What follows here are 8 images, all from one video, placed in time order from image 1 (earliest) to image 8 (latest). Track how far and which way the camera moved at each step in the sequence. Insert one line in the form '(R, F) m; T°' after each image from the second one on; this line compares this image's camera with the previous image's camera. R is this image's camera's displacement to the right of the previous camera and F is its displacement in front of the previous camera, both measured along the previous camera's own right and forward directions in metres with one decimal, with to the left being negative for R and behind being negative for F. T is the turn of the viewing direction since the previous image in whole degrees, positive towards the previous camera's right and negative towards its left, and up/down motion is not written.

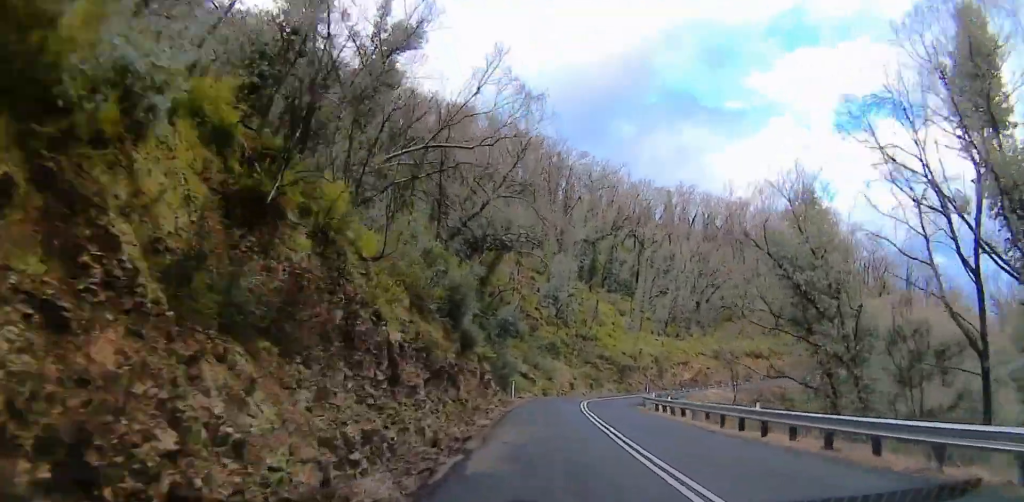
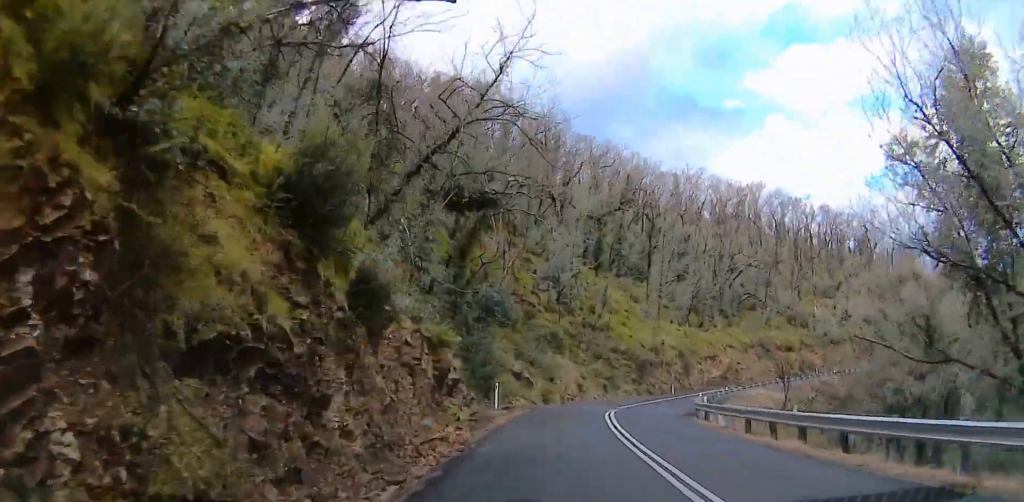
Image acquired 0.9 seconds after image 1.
(0.0, +14.5) m; -2°
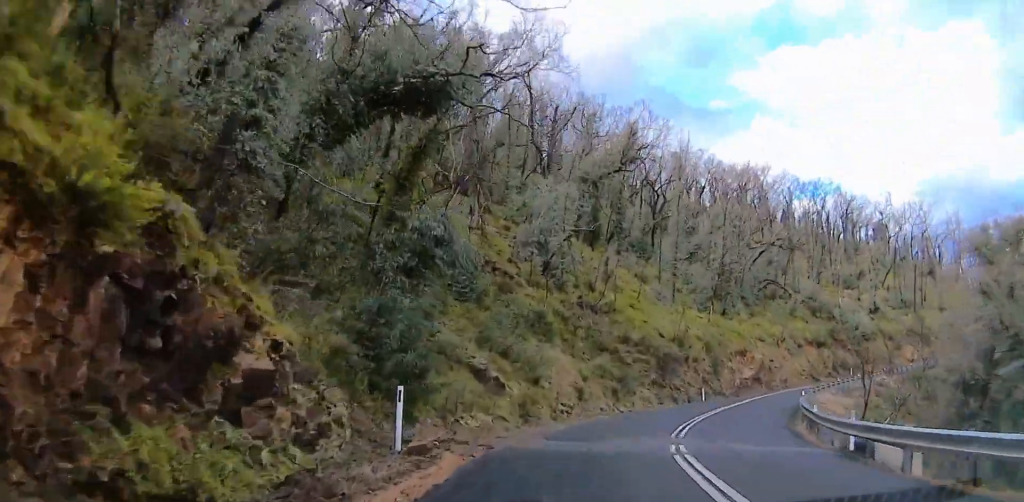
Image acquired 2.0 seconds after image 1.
(-0.5, +16.4) m; +3°
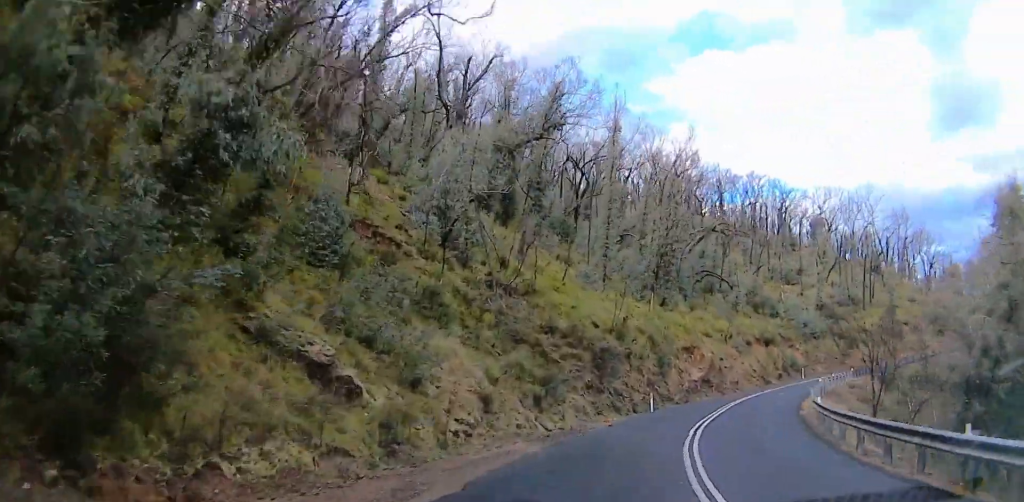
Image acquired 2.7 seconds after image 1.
(+0.8, +10.0) m; +5°
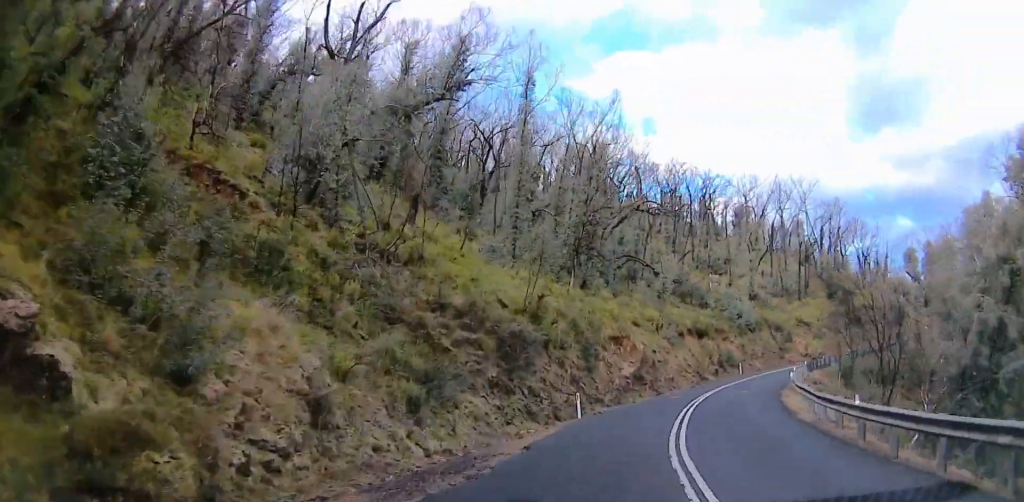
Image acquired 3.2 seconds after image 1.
(+0.2, +8.1) m; +7°
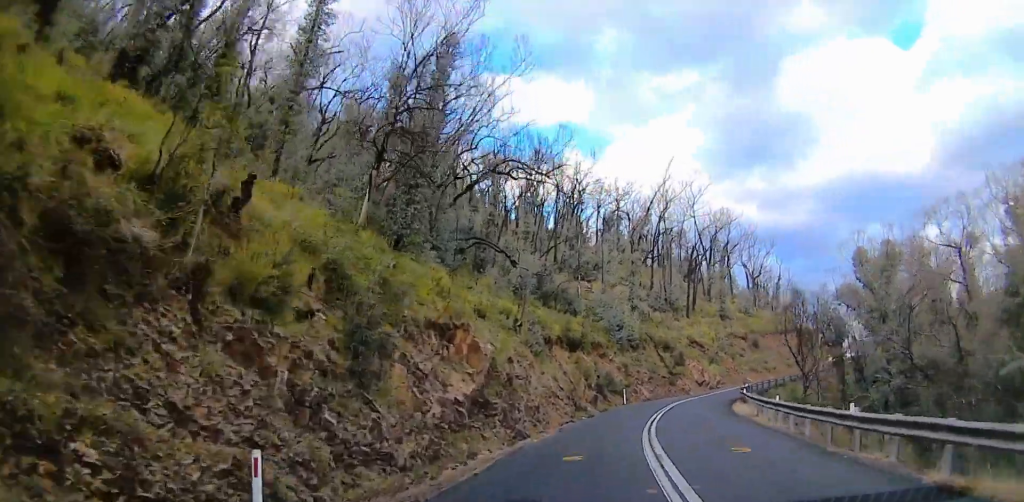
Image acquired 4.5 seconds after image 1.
(+3.3, +17.5) m; +20°
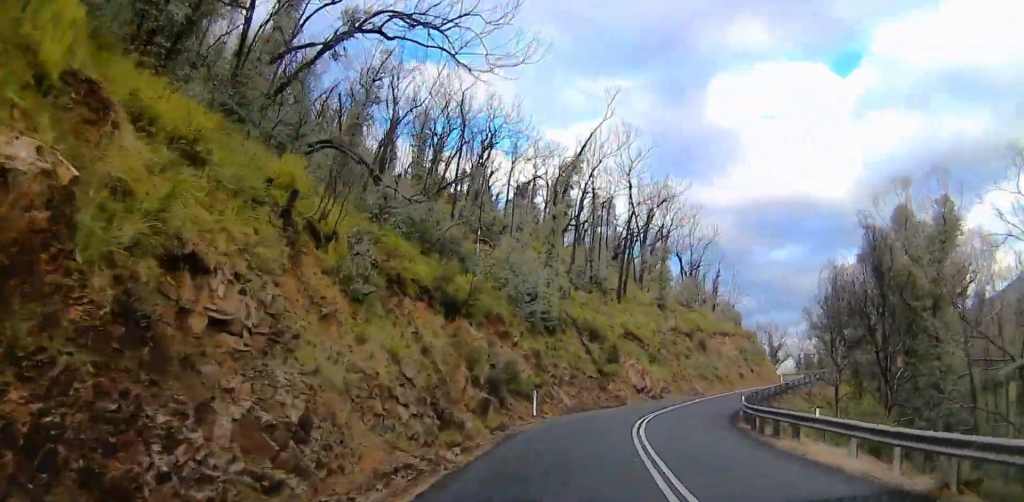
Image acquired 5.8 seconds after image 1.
(+1.7, +19.4) m; +7°
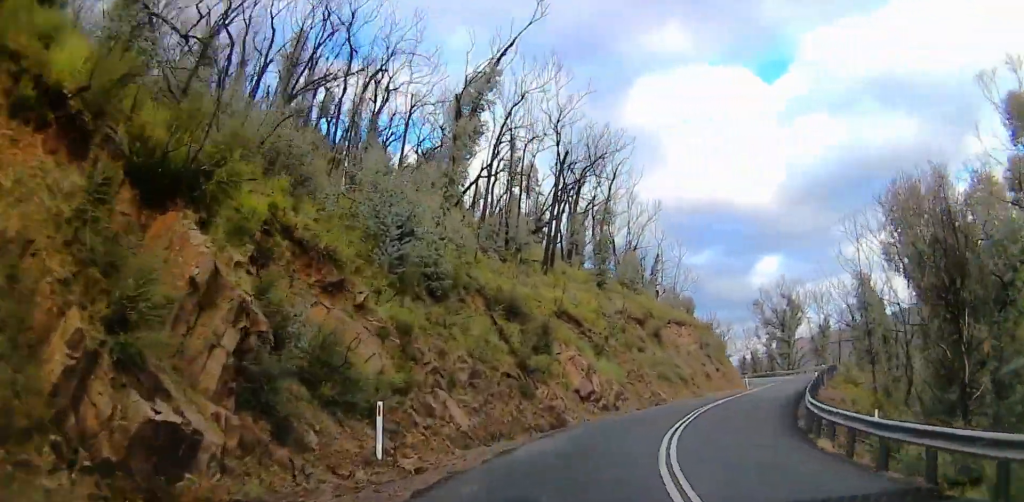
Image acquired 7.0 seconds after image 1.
(+1.1, +16.8) m; +11°
